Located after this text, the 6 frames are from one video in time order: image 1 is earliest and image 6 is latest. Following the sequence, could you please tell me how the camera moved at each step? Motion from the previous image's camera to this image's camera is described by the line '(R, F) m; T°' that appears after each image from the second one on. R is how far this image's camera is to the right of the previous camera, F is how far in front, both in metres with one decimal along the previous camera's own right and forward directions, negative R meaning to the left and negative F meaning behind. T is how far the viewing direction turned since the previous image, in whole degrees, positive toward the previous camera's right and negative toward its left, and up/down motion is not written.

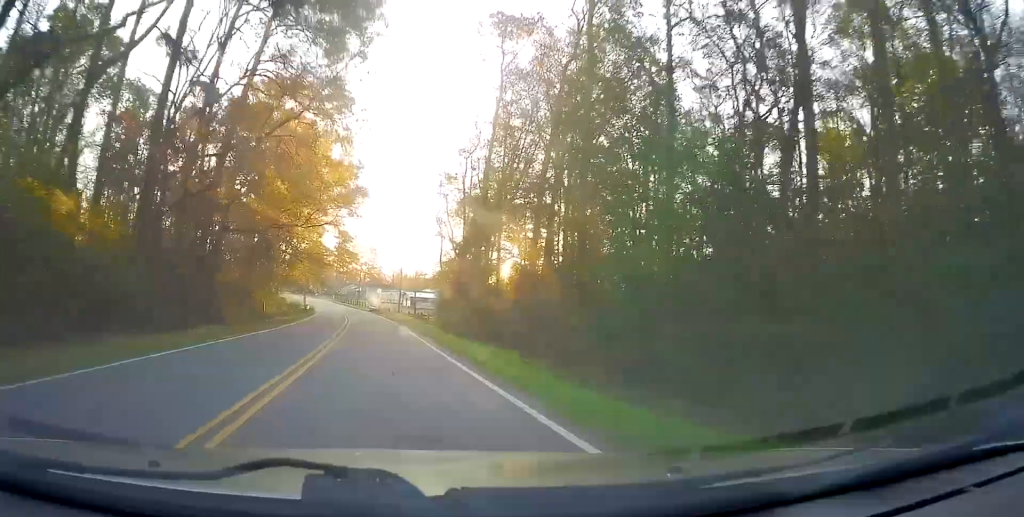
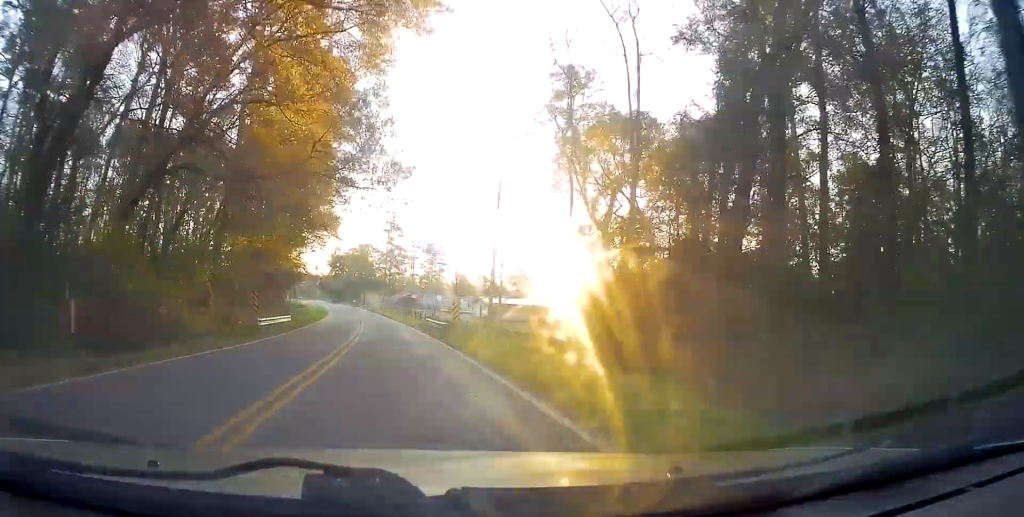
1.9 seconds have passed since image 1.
(-1.2, +41.5) m; -3°
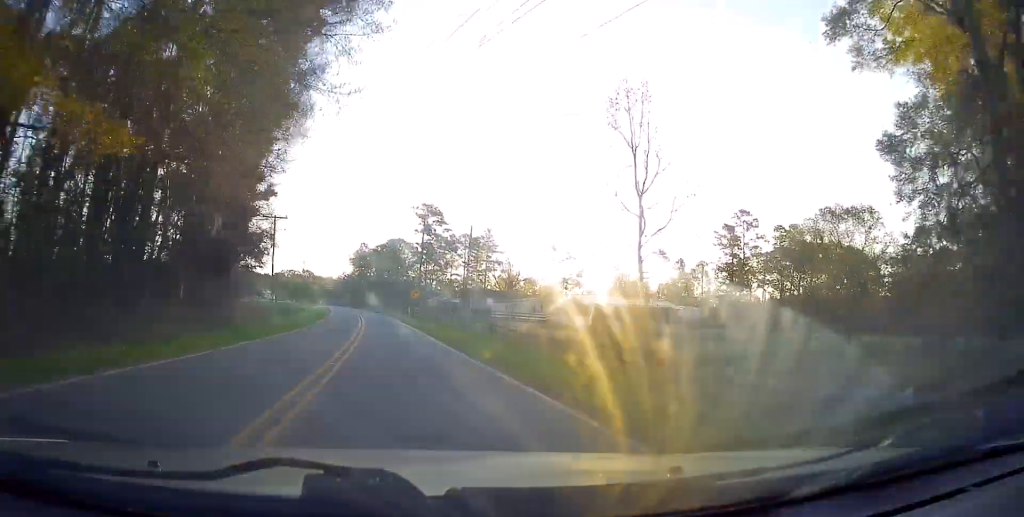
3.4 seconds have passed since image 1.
(-1.1, +34.1) m; -4°
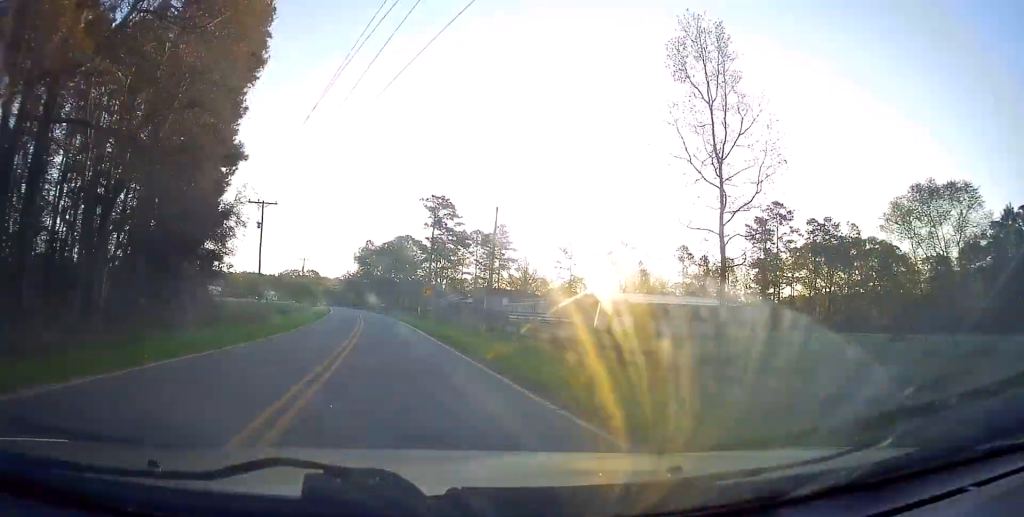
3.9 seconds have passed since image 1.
(-0.1, +9.8) m; -1°
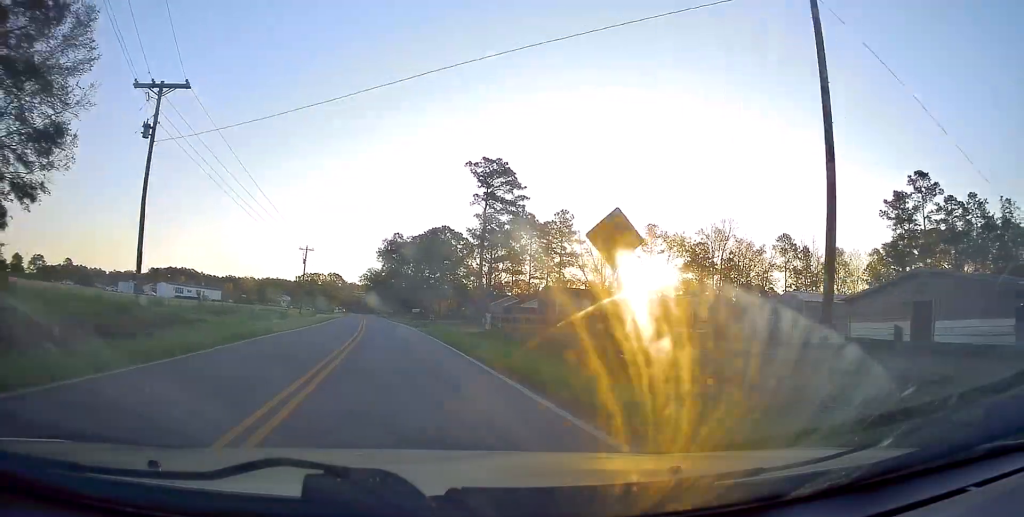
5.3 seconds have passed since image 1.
(-1.2, +32.9) m; -6°
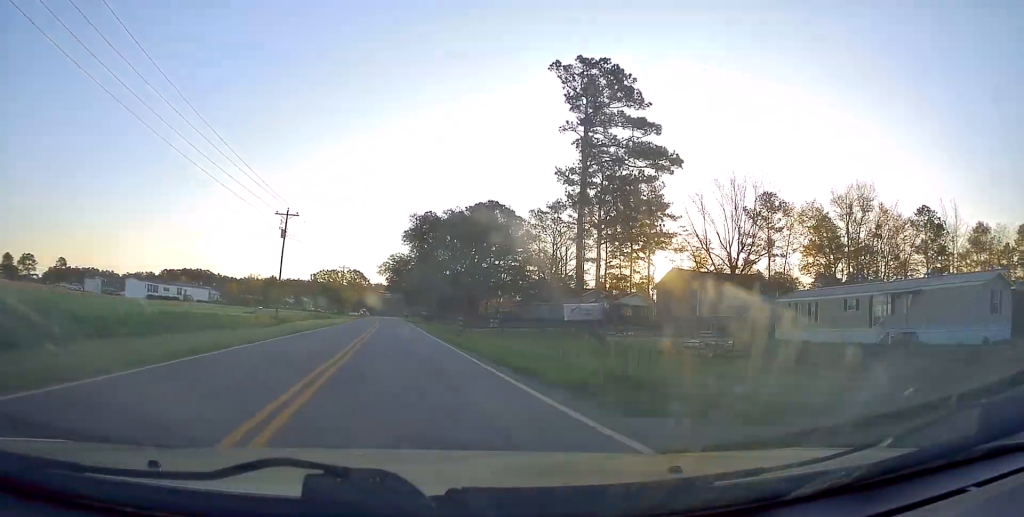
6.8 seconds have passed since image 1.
(-2.1, +34.9) m; -3°
